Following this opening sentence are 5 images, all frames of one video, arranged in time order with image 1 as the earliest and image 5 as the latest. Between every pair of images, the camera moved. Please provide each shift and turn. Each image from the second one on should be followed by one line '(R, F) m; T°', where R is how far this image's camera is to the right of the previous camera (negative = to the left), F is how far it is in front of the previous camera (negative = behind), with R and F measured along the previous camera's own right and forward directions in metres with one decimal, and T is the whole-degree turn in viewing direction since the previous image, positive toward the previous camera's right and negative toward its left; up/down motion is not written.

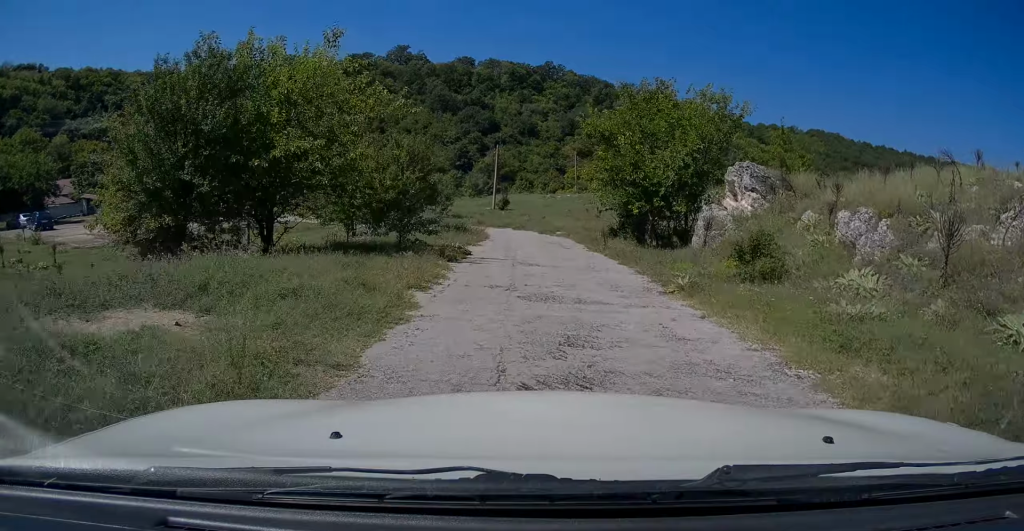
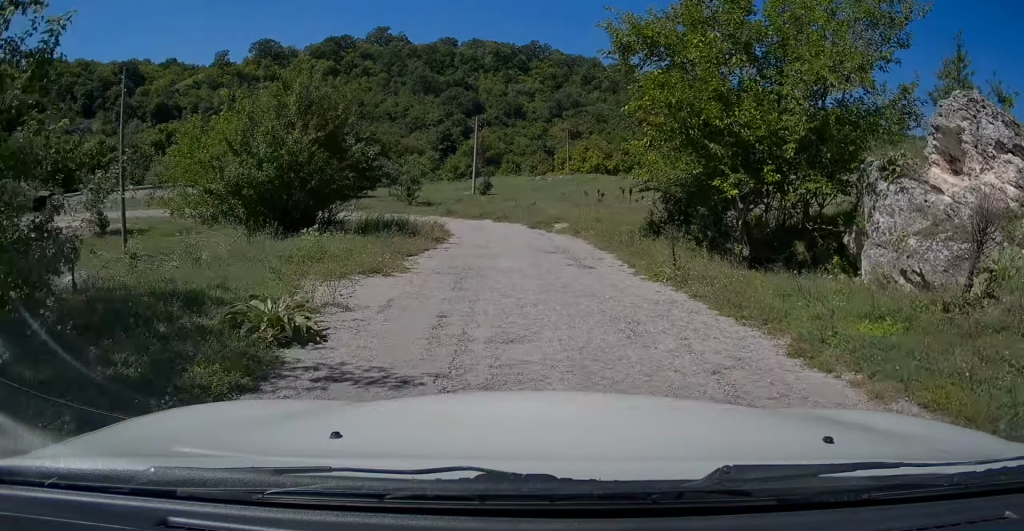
(+0.5, +11.0) m; +6°
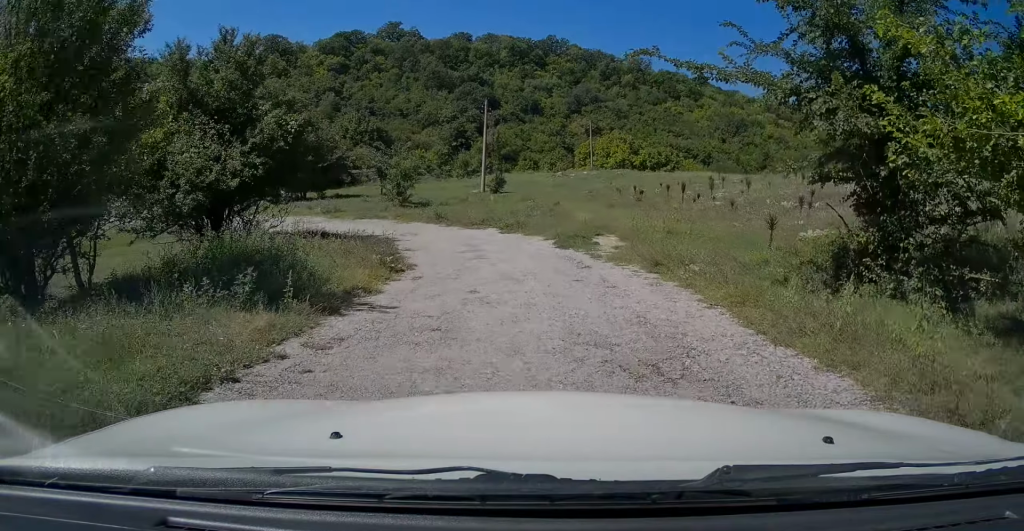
(+0.3, +9.6) m; -2°
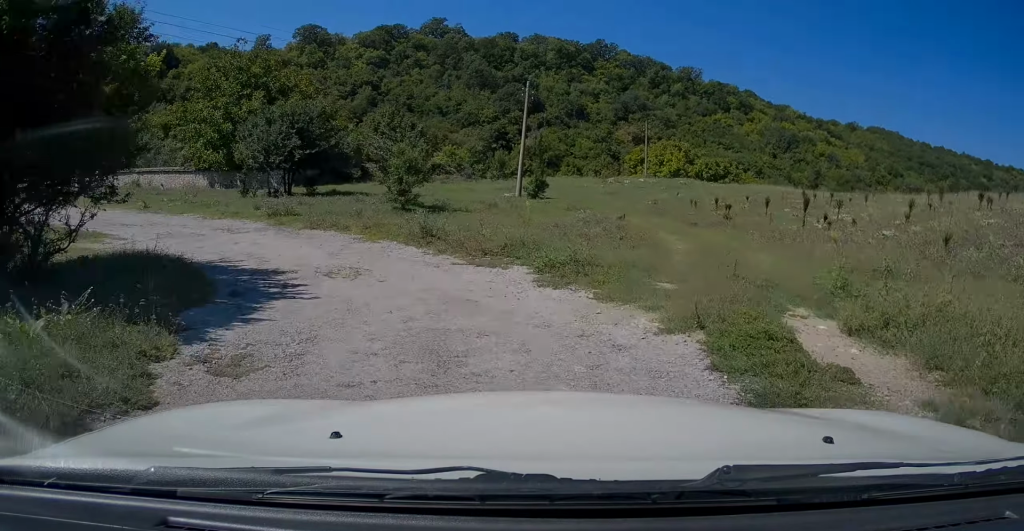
(-0.9, +10.0) m; -11°
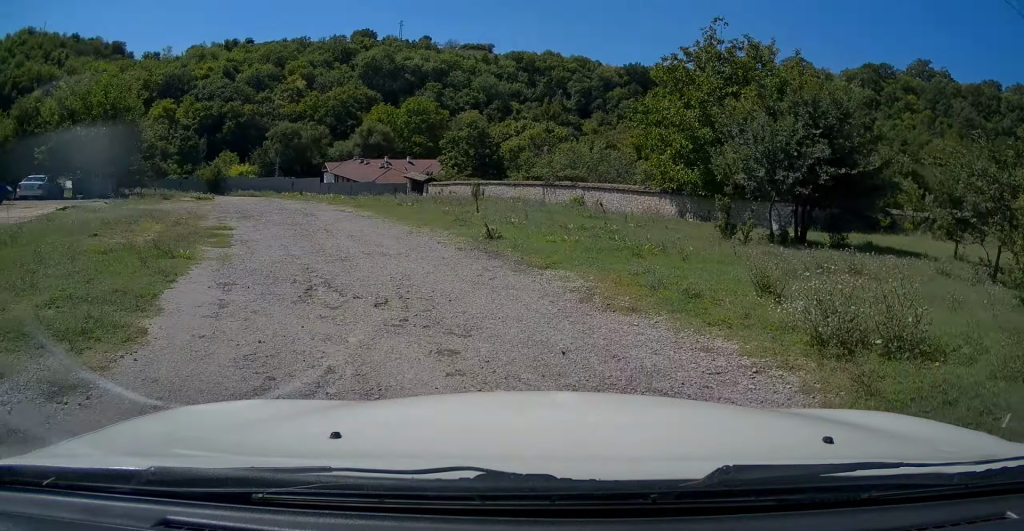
(-3.9, +13.6) m; -38°
